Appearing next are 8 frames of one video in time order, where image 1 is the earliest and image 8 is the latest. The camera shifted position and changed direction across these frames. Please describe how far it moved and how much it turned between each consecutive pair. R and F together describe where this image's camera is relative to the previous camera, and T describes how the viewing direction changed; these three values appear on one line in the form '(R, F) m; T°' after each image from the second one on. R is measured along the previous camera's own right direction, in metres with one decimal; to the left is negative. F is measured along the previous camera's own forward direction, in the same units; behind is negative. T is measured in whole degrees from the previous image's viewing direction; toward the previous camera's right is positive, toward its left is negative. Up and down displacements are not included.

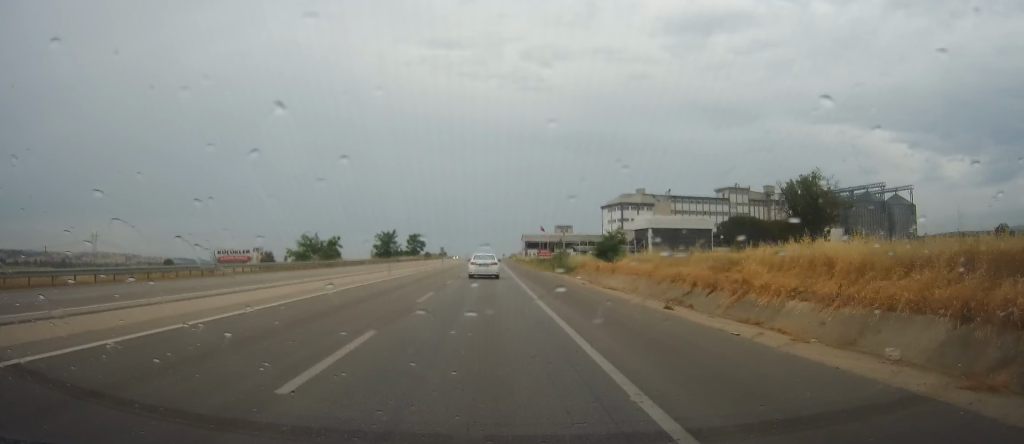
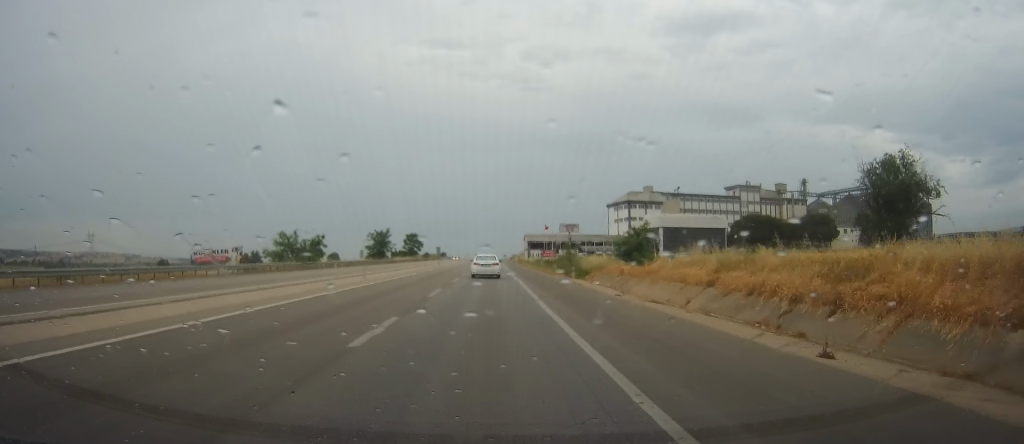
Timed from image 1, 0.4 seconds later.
(0.0, +9.3) m; -1°
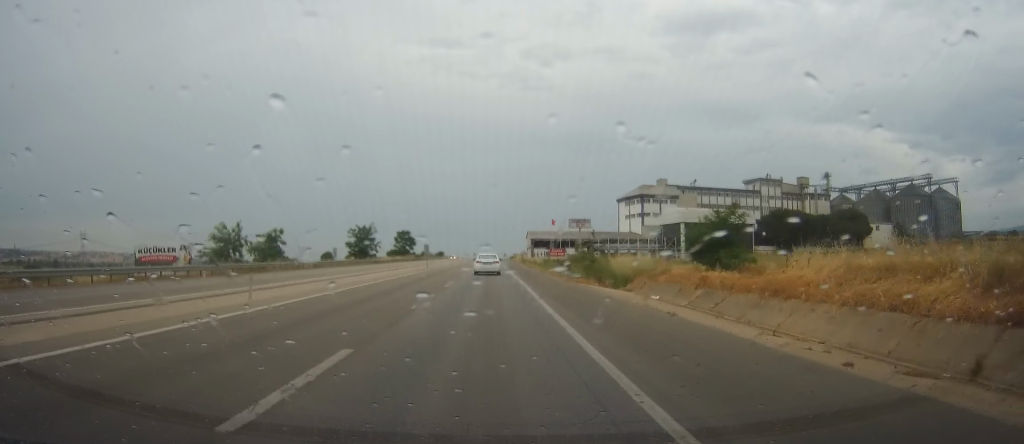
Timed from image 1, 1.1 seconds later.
(0.0, +16.7) m; -1°
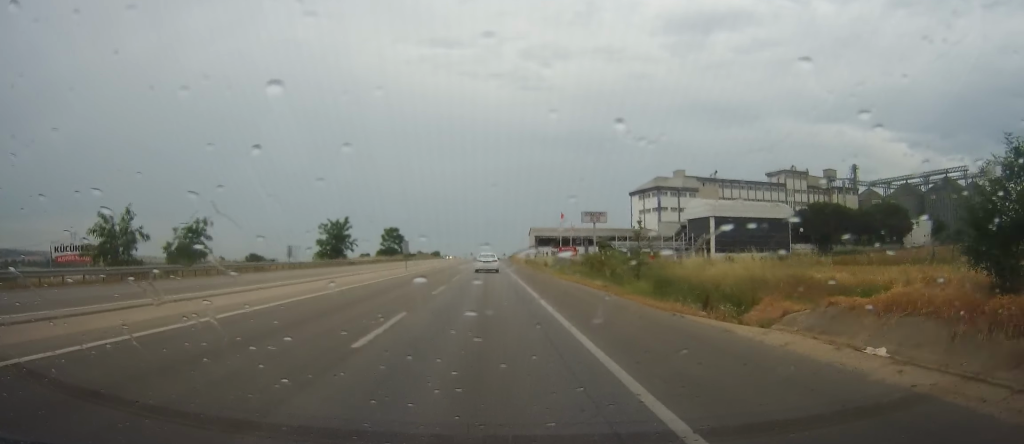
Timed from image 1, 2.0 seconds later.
(-0.4, +18.8) m; 0°
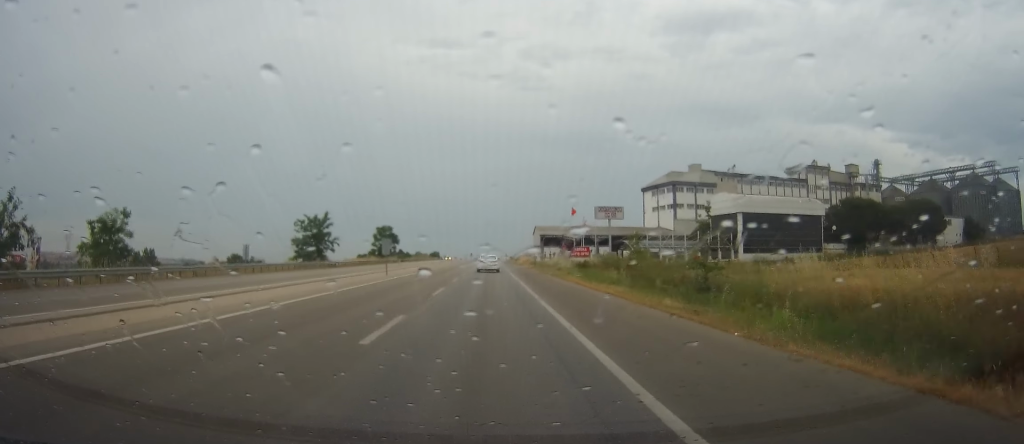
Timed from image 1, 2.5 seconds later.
(+0.1, +11.9) m; 0°
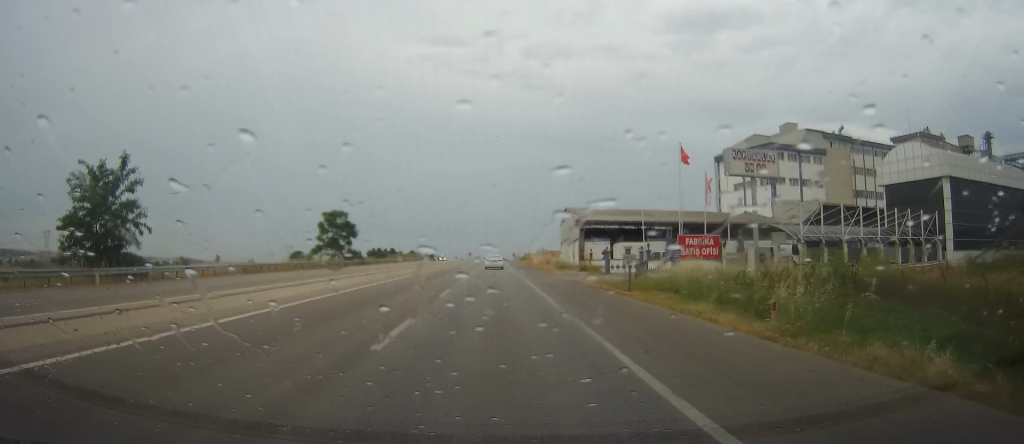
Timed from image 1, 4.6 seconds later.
(+0.4, +48.3) m; +1°
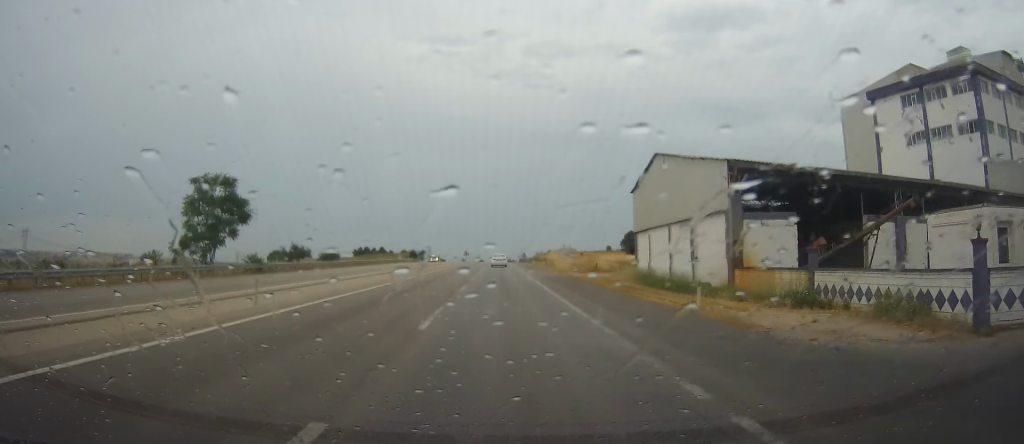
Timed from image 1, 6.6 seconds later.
(-1.3, +43.9) m; -2°
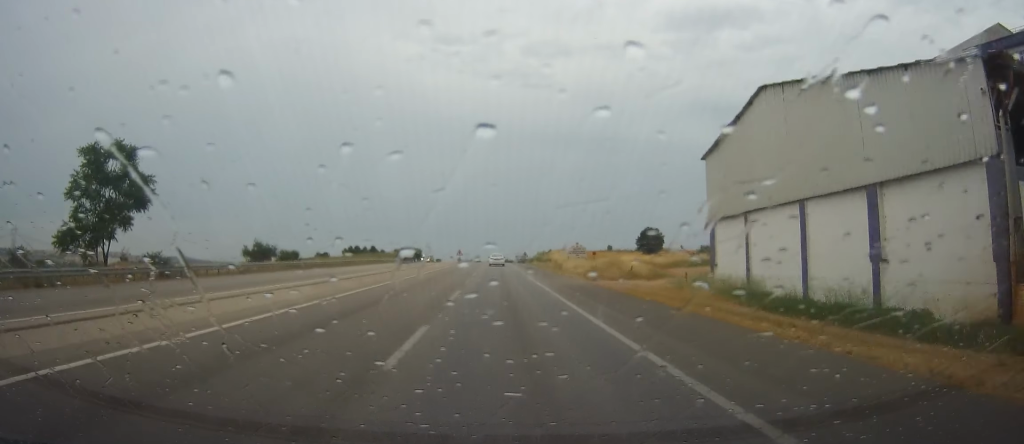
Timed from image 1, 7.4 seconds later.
(0.0, +16.0) m; +1°
